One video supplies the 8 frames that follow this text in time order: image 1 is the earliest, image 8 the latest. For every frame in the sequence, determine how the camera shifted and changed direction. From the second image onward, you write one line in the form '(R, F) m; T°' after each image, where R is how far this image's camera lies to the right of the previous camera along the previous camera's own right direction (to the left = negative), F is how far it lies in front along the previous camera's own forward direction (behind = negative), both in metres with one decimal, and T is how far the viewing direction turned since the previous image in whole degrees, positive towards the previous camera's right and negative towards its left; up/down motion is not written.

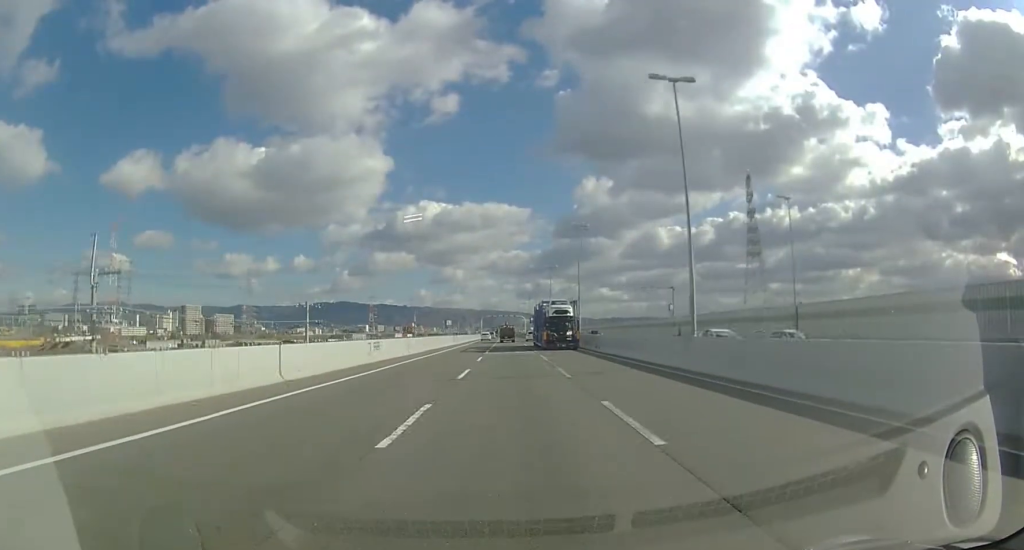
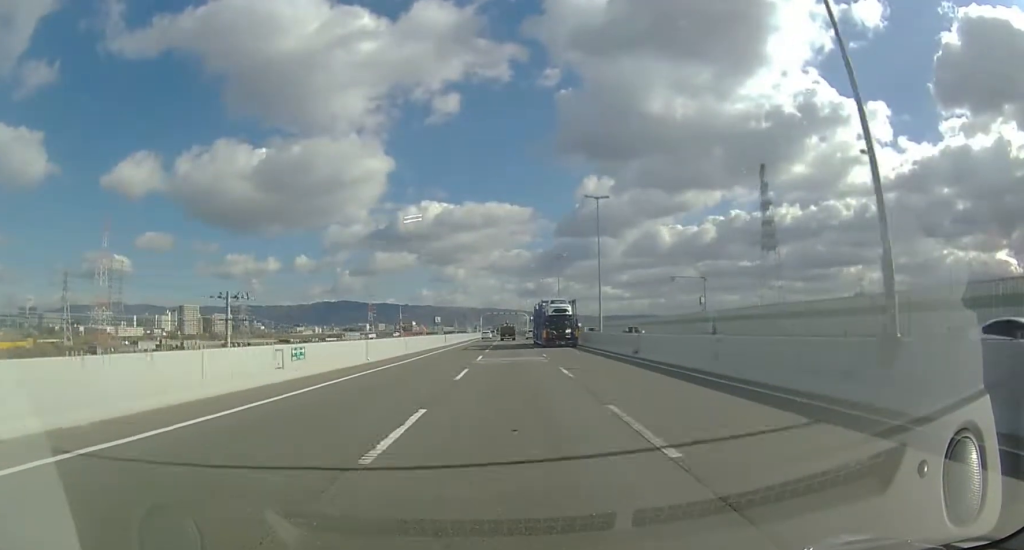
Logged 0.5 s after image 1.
(0.0, +10.4) m; 0°
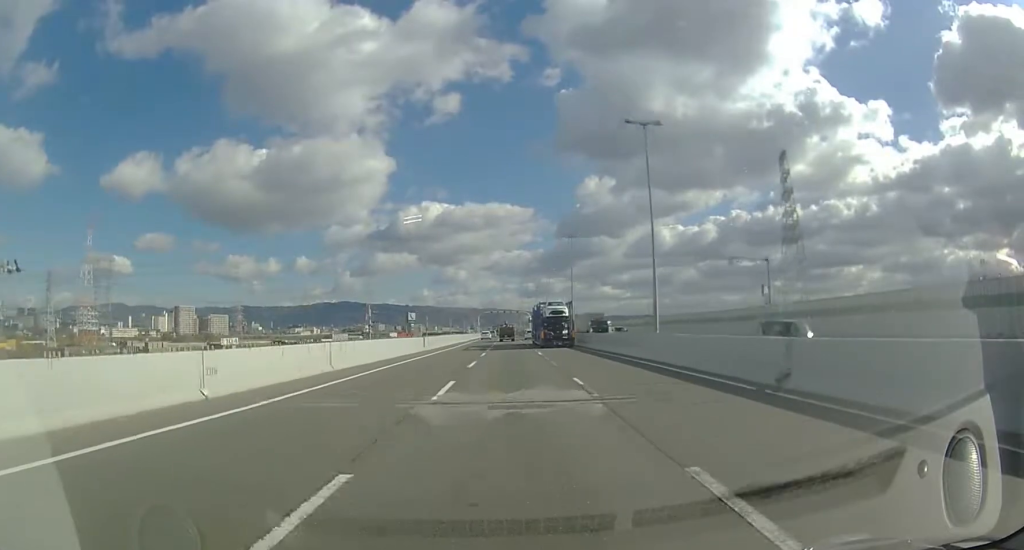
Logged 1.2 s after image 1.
(-0.1, +14.7) m; 0°
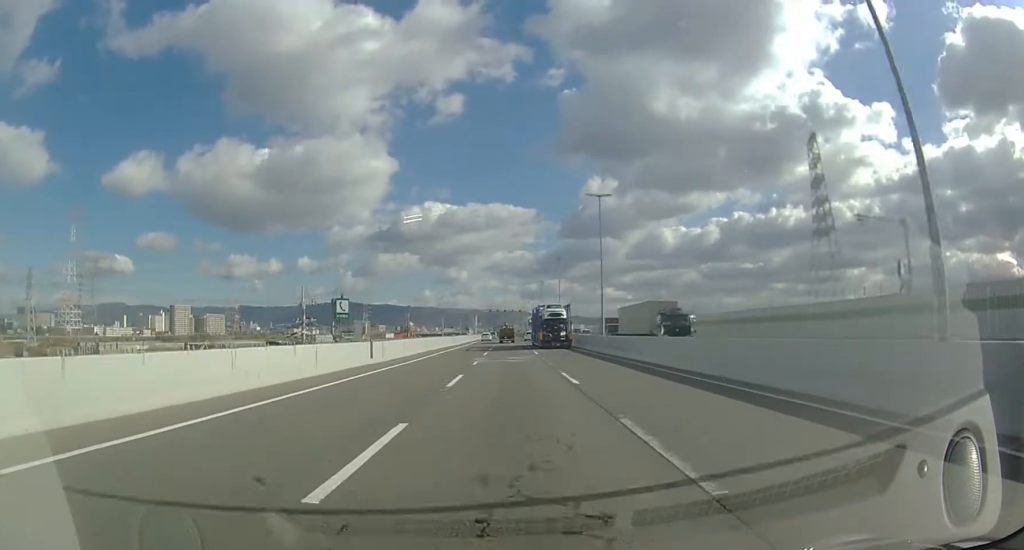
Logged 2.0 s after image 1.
(+0.1, +16.8) m; 0°
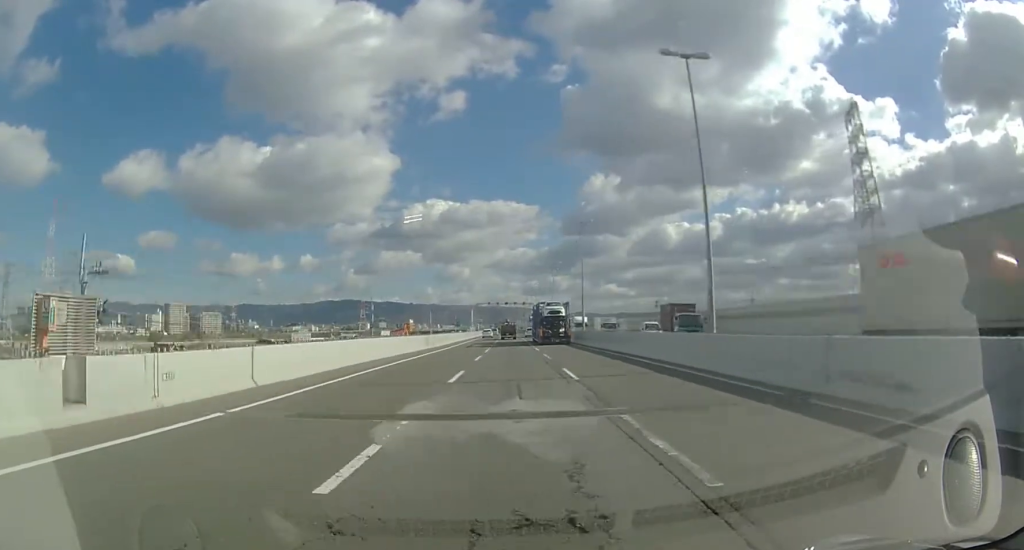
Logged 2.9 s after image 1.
(+0.1, +19.7) m; 0°
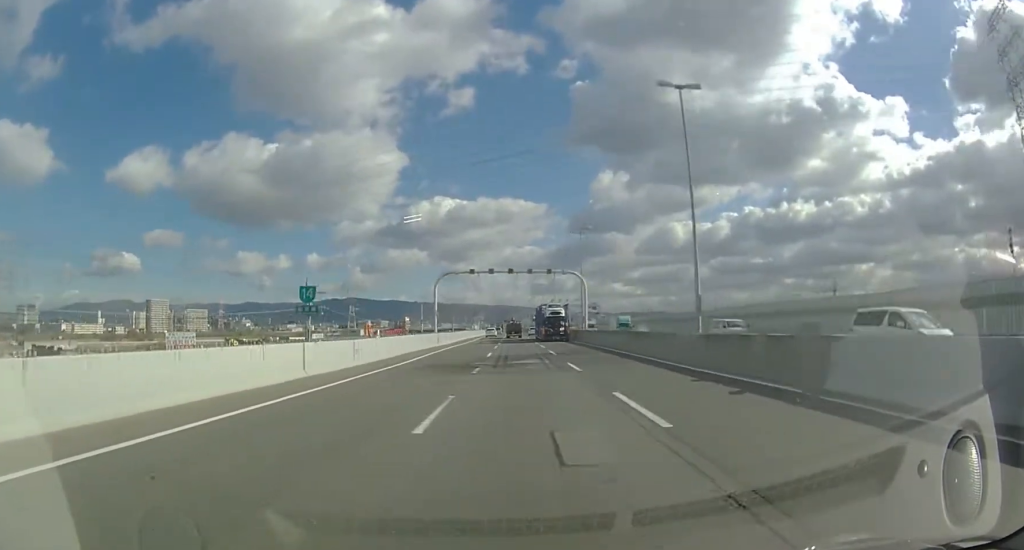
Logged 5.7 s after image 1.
(-0.6, +57.7) m; 0°
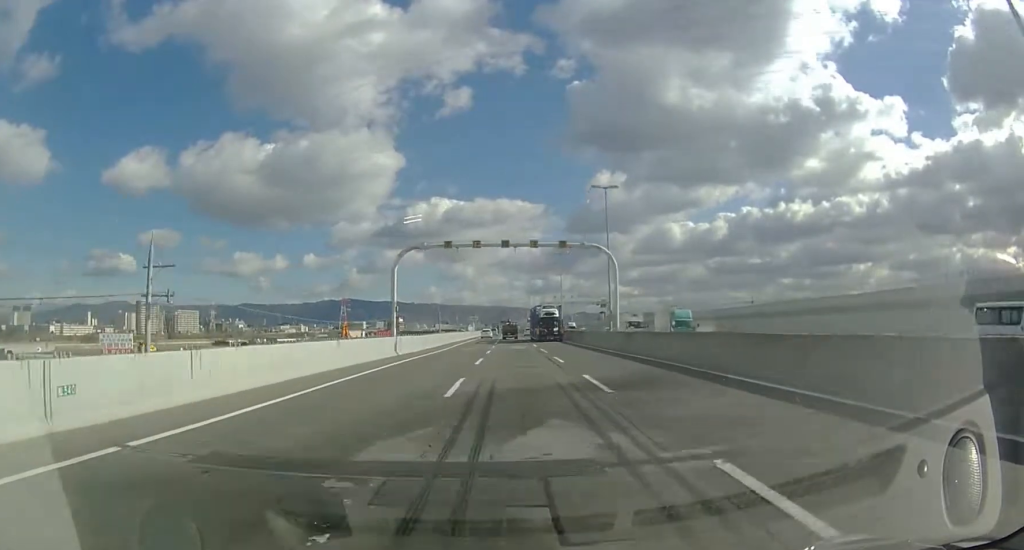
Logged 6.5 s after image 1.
(+0.1, +16.4) m; -1°
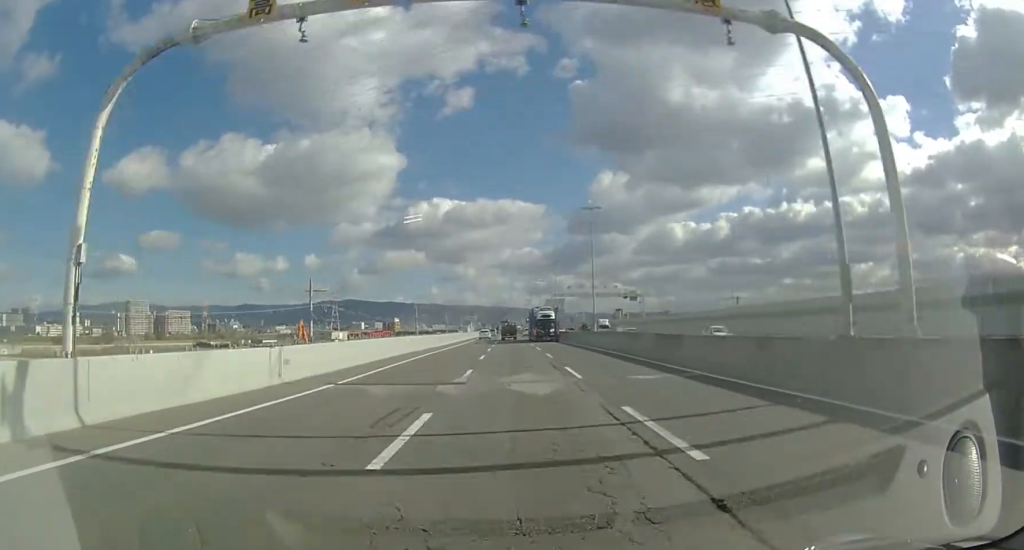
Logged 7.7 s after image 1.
(-0.3, +26.2) m; 0°
